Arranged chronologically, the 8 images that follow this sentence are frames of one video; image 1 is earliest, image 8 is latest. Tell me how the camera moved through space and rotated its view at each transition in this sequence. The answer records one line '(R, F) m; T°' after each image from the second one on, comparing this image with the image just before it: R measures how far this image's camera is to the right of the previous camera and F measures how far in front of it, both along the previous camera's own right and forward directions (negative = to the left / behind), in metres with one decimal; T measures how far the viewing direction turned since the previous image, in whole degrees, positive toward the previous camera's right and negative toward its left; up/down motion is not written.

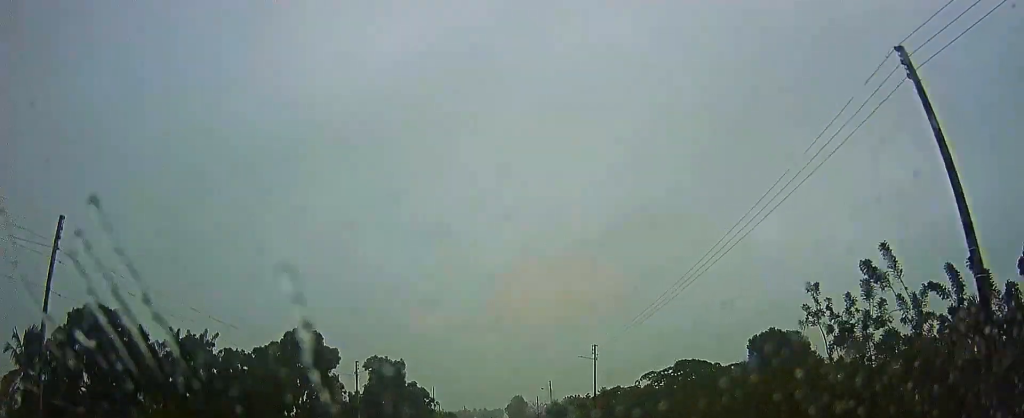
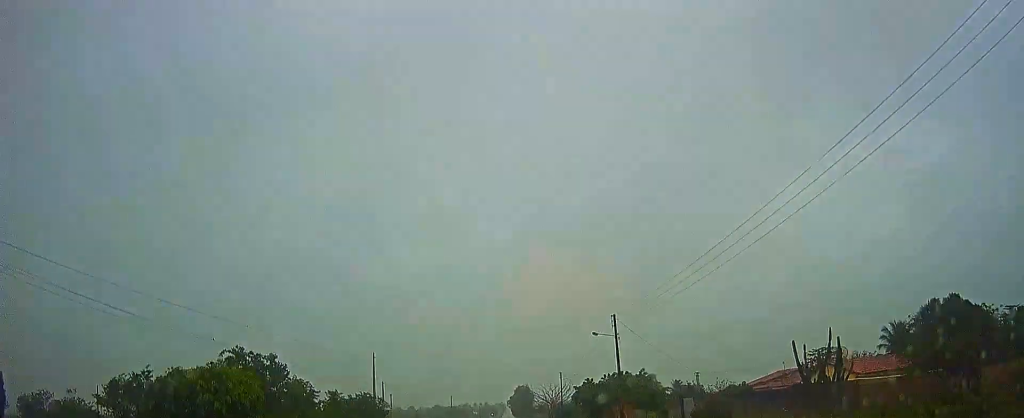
(+0.8, +53.5) m; +1°
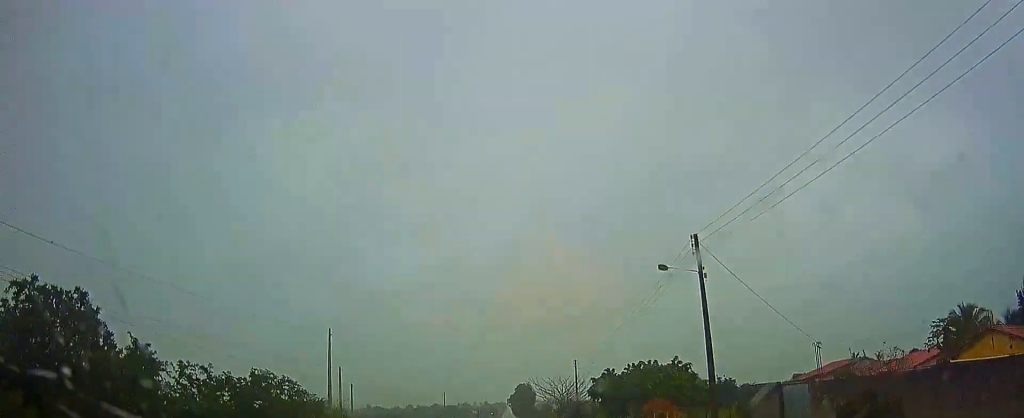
(0.0, +16.2) m; 0°
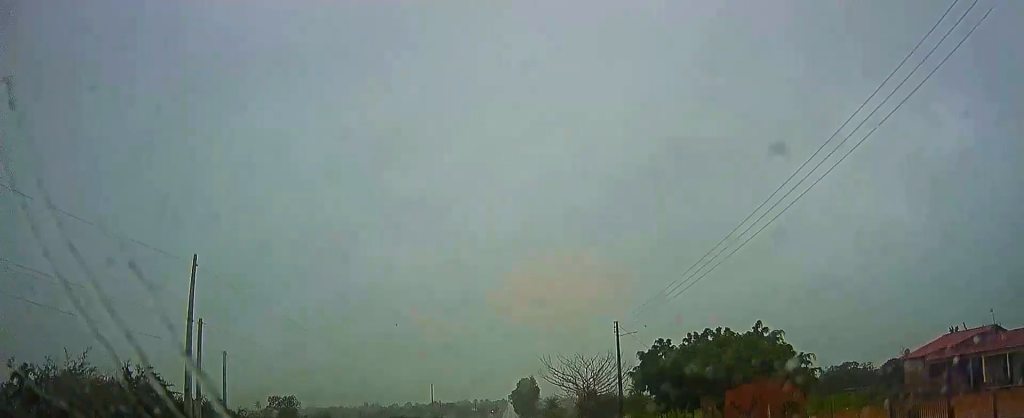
(0.0, +22.4) m; 0°
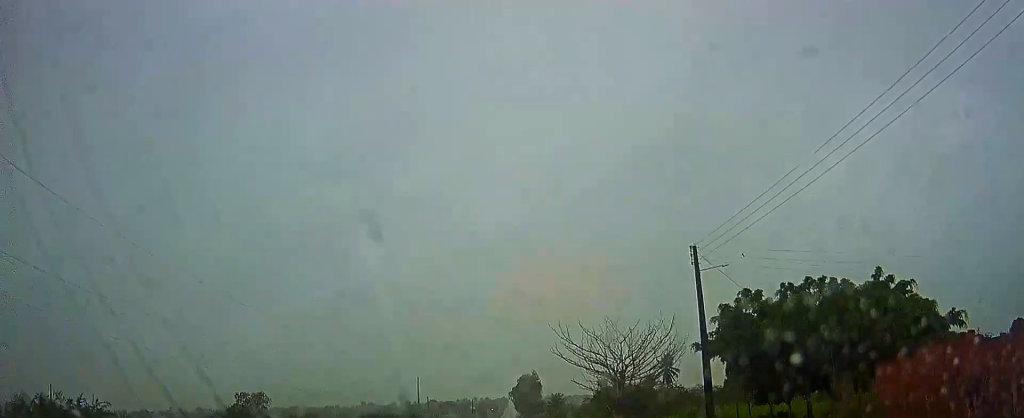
(0.0, +16.1) m; 0°
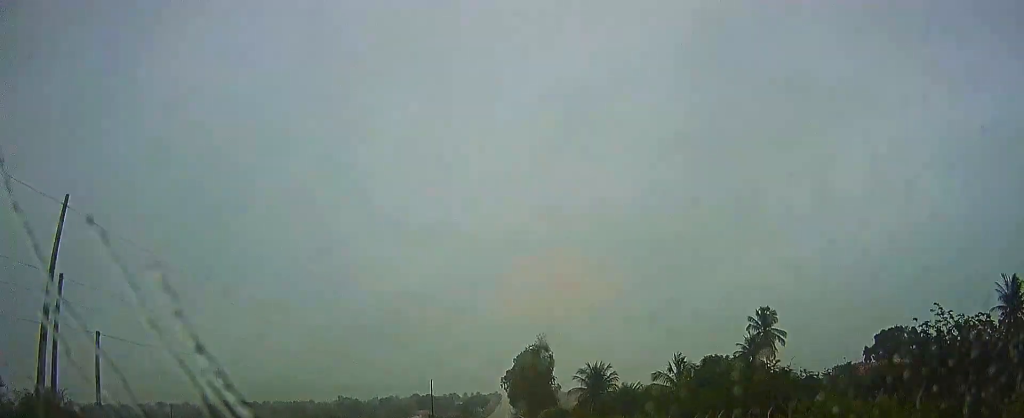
(-0.2, +75.3) m; 0°
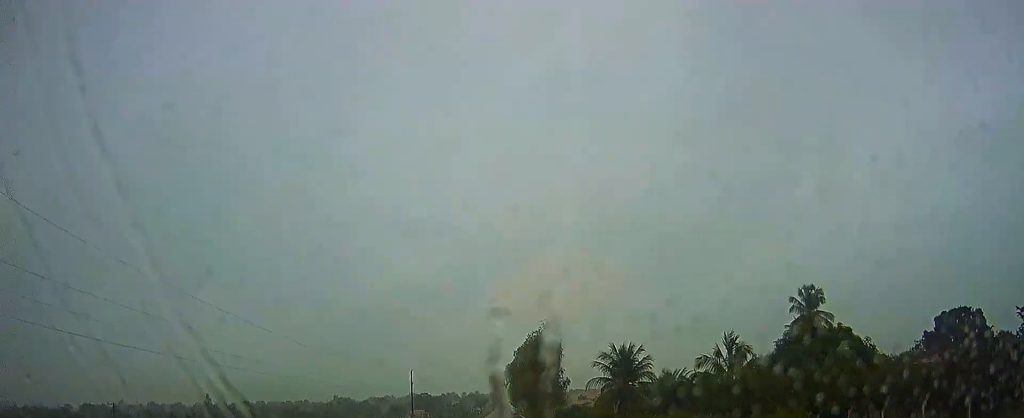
(0.0, +17.7) m; 0°
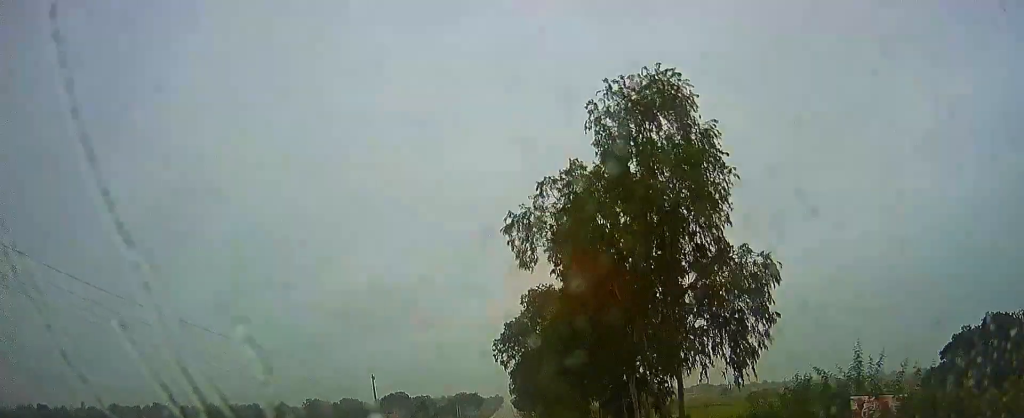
(0.0, +74.7) m; 0°
